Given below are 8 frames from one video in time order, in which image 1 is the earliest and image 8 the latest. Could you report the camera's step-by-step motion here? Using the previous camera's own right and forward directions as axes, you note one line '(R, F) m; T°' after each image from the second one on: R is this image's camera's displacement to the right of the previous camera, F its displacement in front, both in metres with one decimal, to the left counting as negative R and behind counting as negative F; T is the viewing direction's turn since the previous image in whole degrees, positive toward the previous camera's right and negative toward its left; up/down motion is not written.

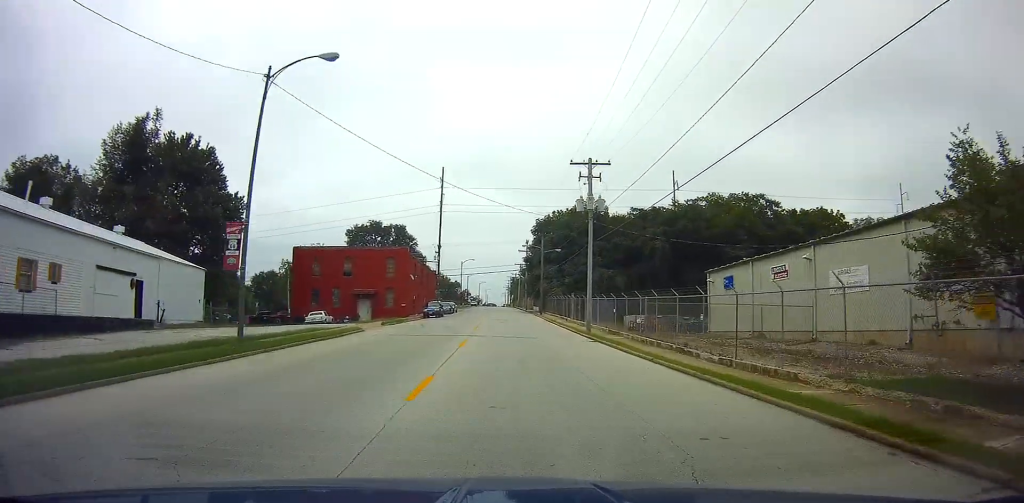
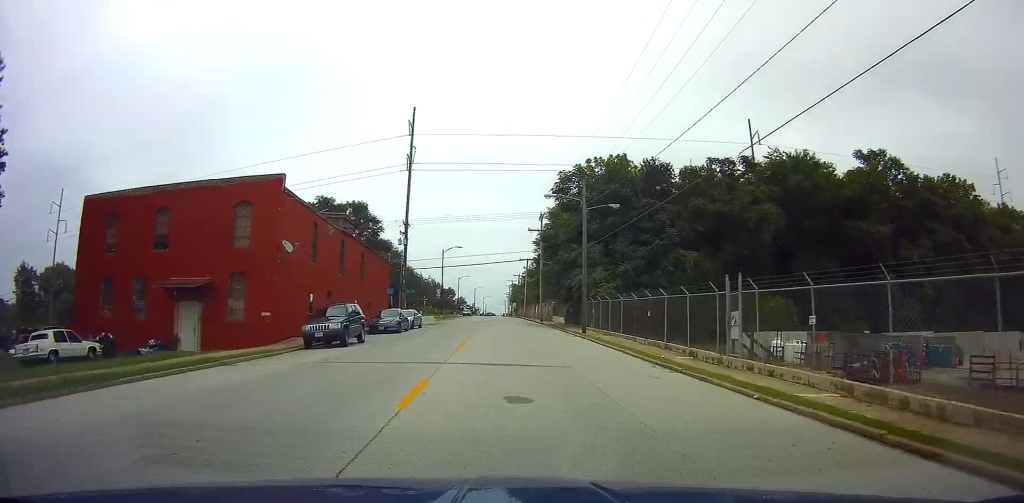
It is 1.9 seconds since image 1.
(+0.1, +37.1) m; -2°
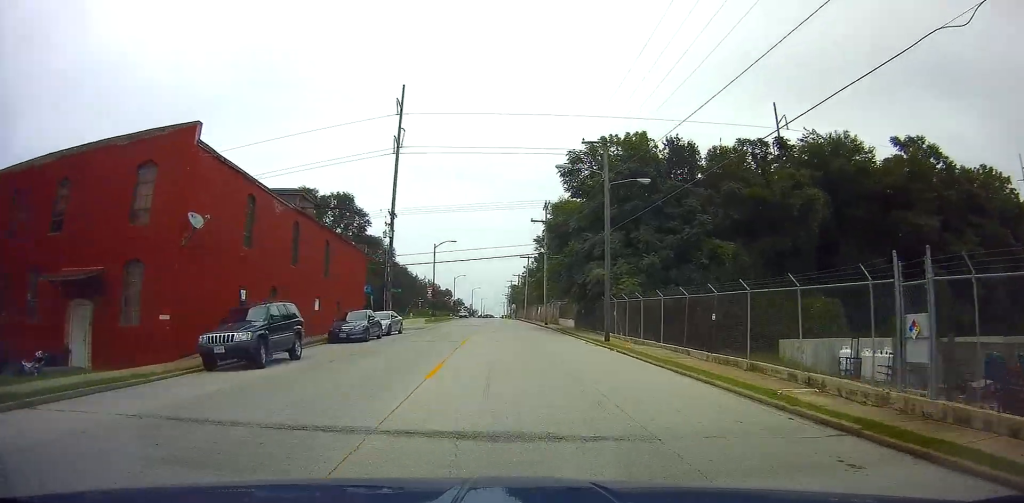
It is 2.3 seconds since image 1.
(-0.1, +8.4) m; 0°
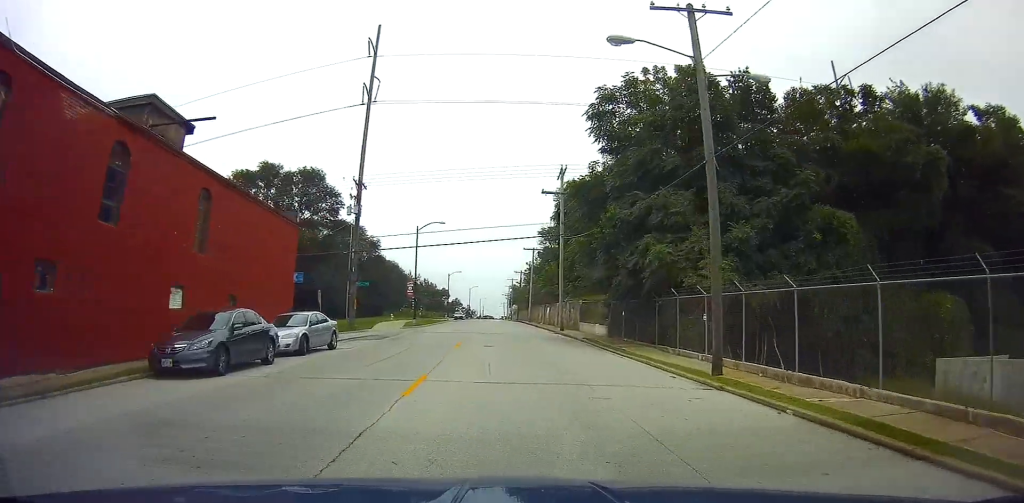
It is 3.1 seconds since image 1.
(-0.2, +14.8) m; +1°
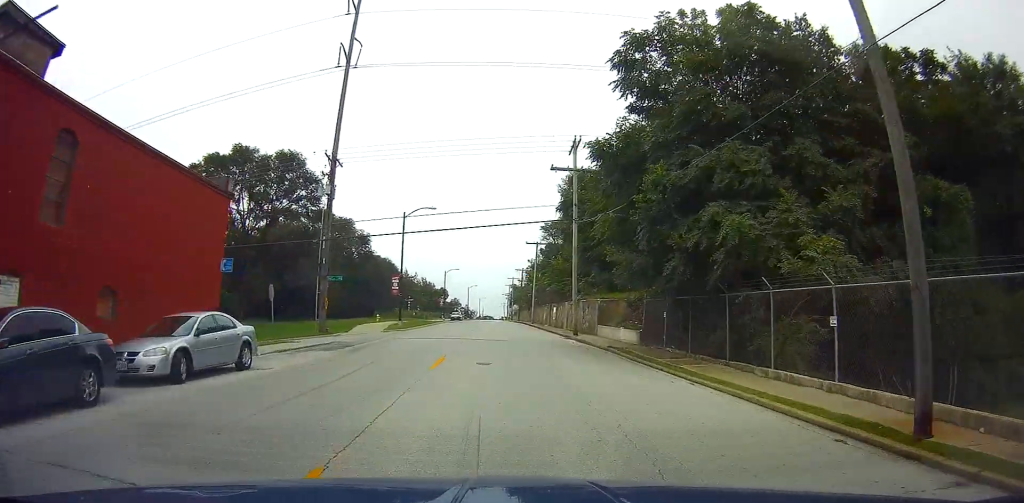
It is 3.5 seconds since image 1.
(+0.2, +7.8) m; +1°
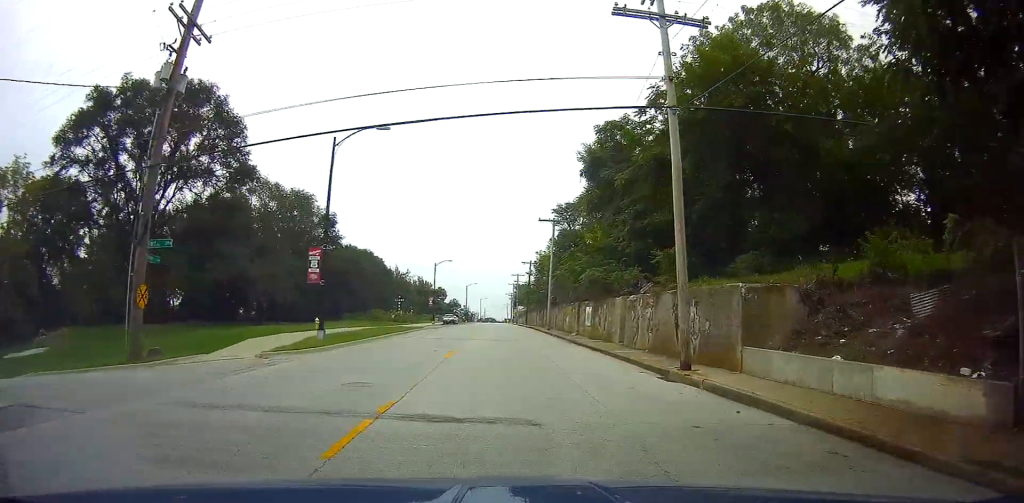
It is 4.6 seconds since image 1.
(+0.5, +20.8) m; +2°
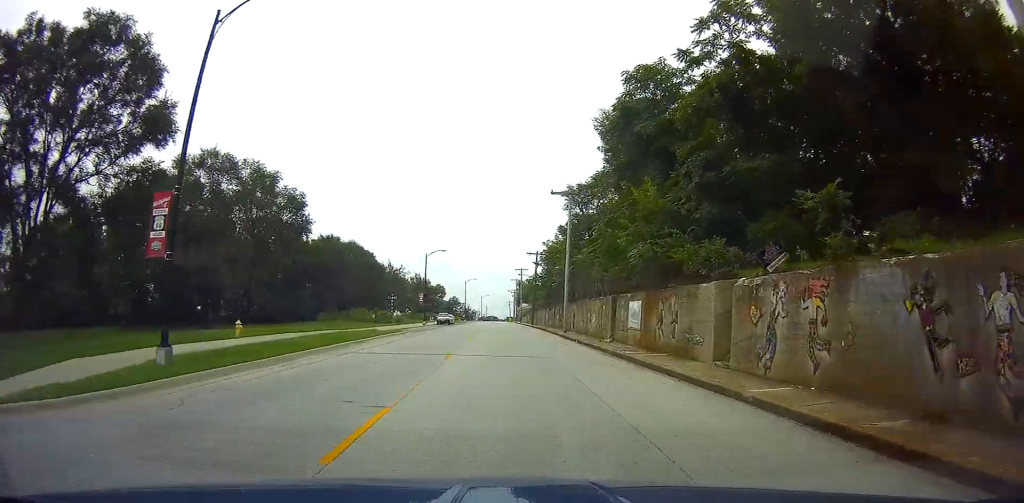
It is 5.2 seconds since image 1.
(+0.1, +12.4) m; +1°
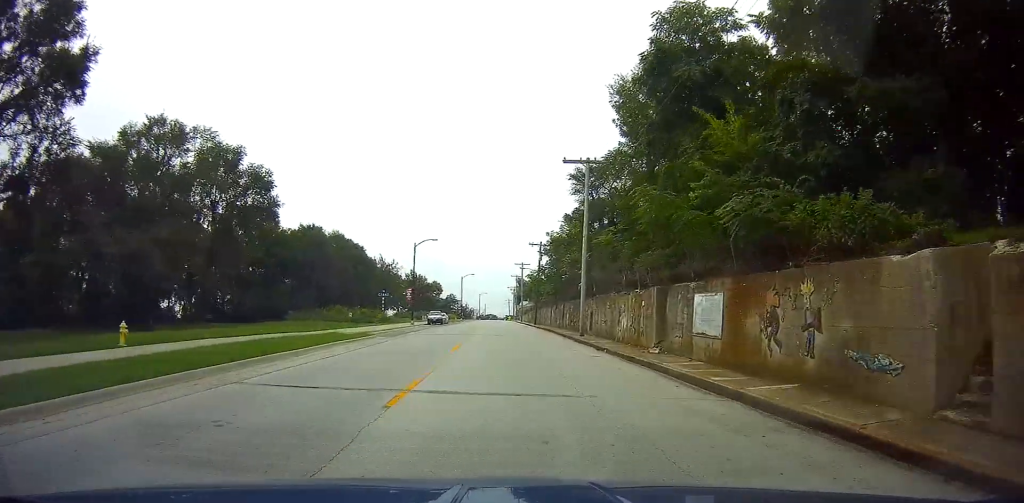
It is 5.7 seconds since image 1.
(+0.2, +9.2) m; 0°
